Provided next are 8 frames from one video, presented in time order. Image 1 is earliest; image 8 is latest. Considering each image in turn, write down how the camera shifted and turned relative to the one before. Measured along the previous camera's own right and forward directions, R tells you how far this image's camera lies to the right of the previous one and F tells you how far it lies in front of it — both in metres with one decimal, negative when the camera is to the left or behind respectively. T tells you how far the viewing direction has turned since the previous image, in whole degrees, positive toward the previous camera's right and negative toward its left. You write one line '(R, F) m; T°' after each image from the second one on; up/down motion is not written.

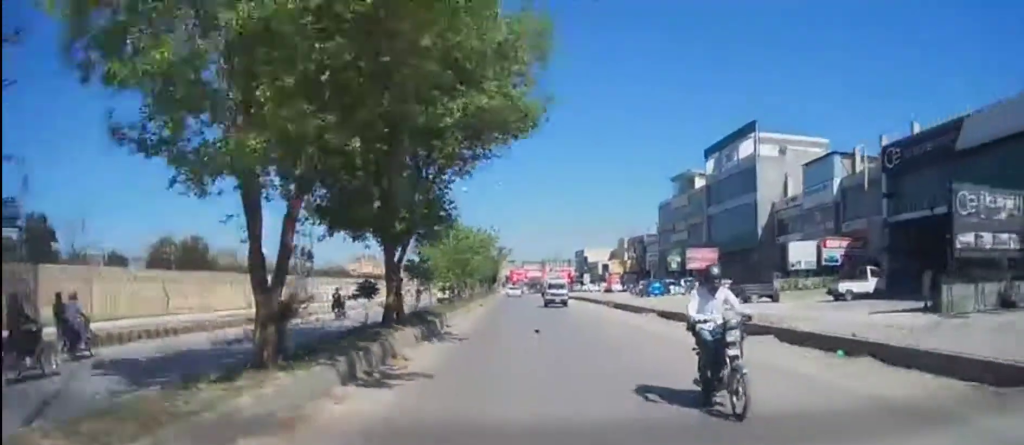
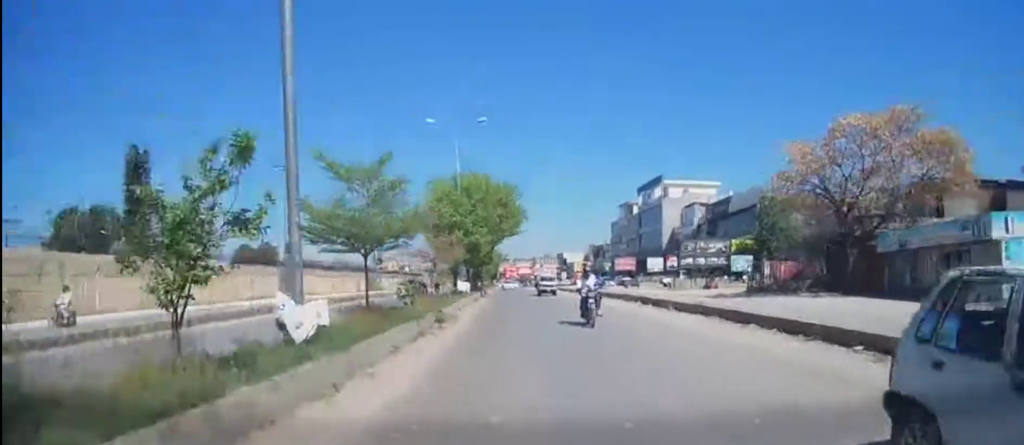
(-0.2, +37.1) m; -2°
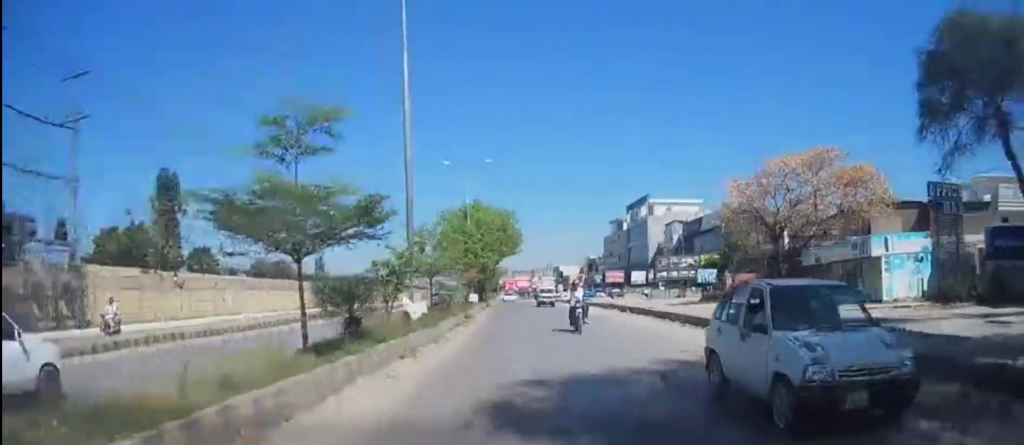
(0.0, +9.1) m; +1°
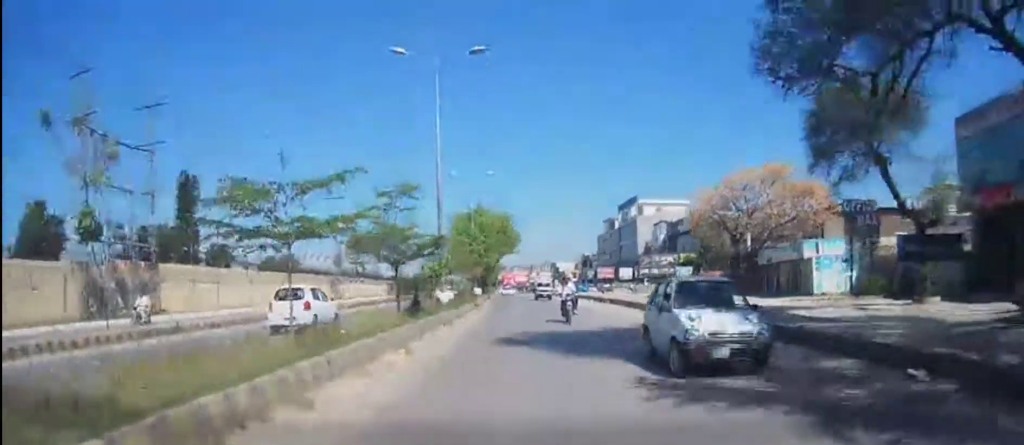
(0.0, +7.8) m; +1°
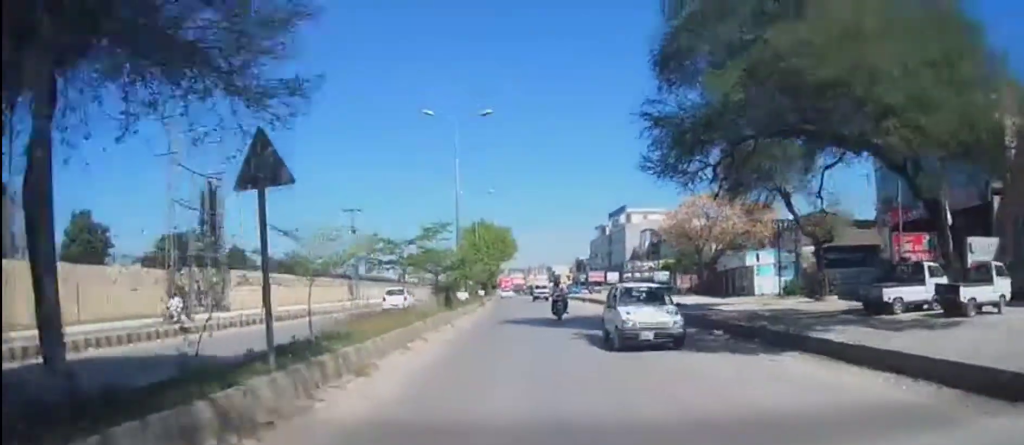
(+0.4, +9.2) m; 0°
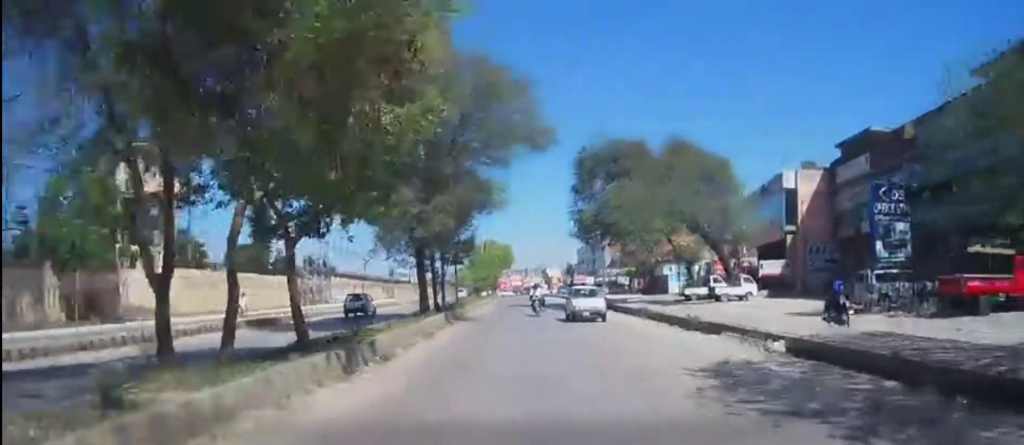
(-0.3, +25.0) m; 0°
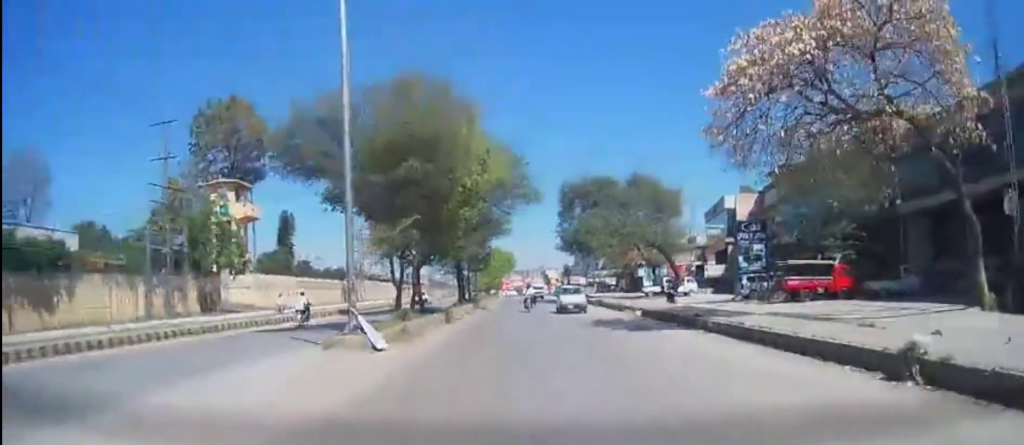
(+0.3, +15.3) m; +1°
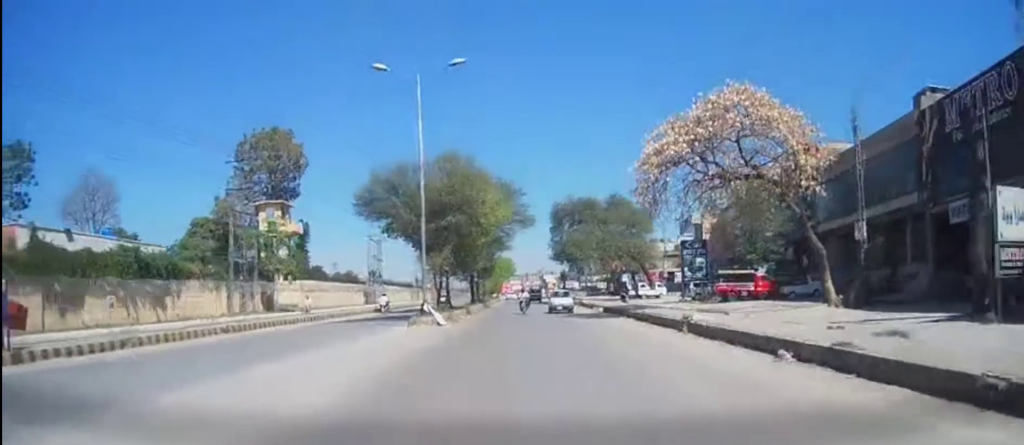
(0.0, +11.4) m; -1°
